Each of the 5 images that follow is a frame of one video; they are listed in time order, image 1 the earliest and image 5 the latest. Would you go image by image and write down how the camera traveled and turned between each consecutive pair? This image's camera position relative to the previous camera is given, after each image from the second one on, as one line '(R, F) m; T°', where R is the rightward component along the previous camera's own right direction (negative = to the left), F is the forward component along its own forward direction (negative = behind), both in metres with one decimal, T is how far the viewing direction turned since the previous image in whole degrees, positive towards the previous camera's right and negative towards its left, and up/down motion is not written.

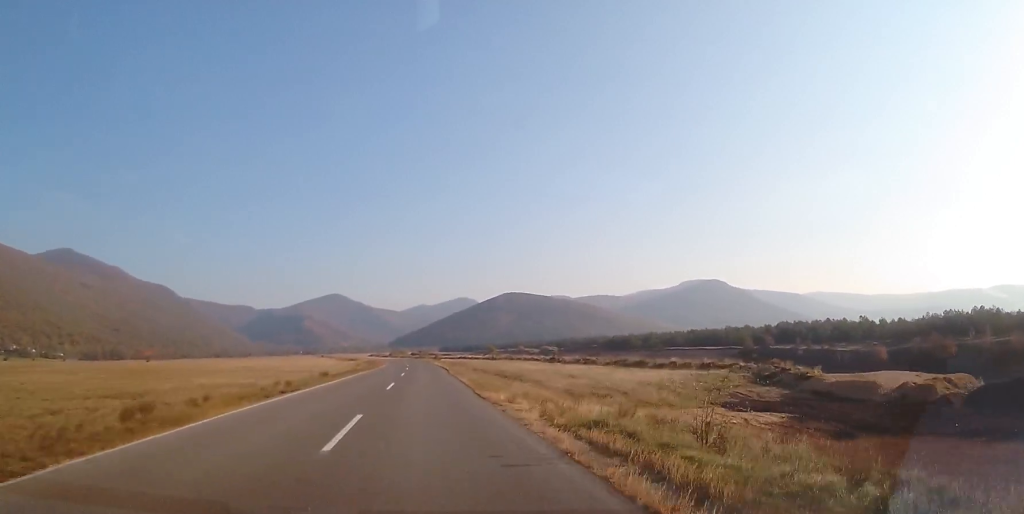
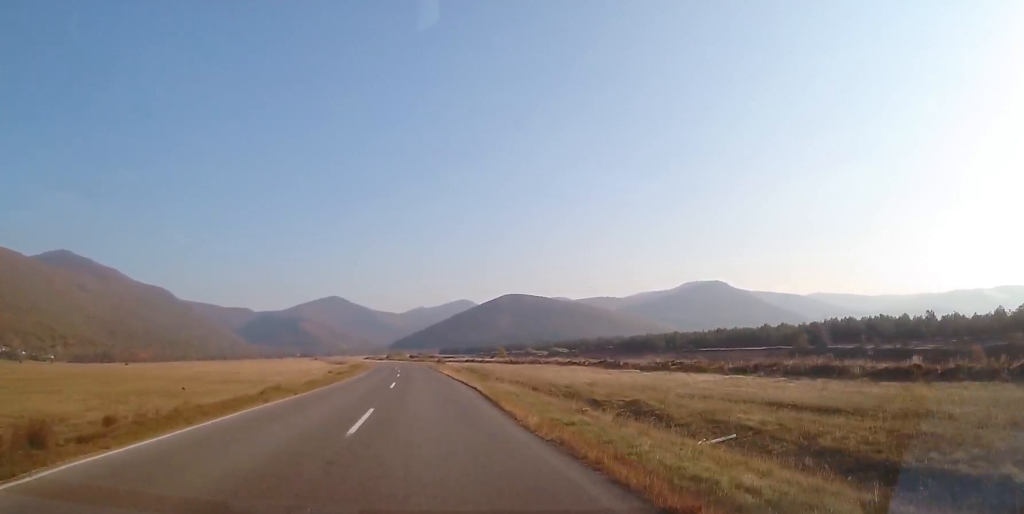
(+0.2, +28.5) m; 0°
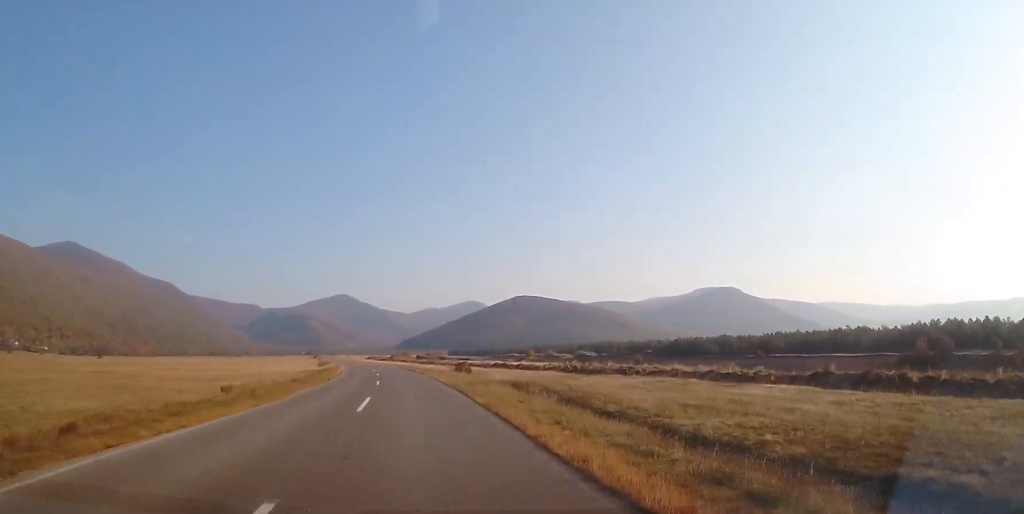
(-0.5, +40.4) m; -1°
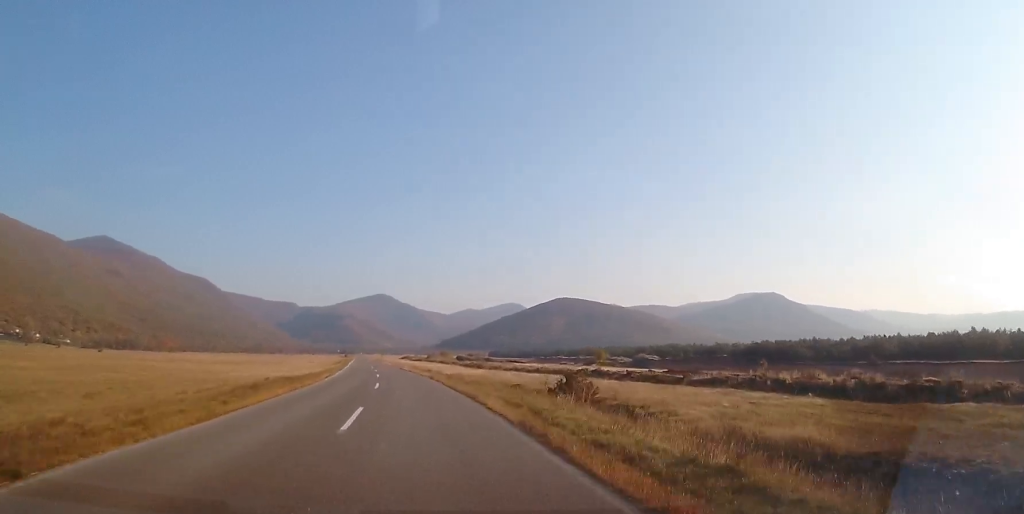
(-0.5, +35.0) m; -3°
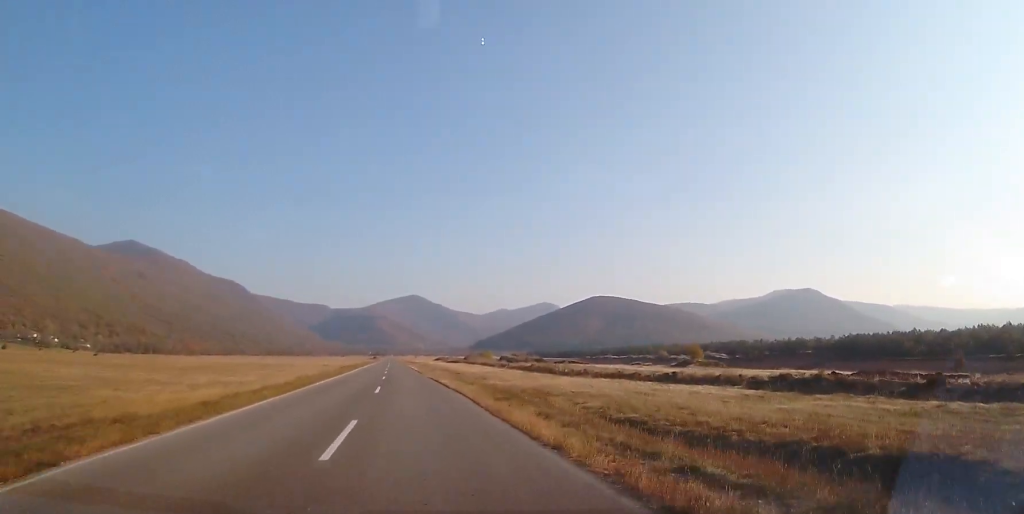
(-1.4, +33.0) m; -4°
